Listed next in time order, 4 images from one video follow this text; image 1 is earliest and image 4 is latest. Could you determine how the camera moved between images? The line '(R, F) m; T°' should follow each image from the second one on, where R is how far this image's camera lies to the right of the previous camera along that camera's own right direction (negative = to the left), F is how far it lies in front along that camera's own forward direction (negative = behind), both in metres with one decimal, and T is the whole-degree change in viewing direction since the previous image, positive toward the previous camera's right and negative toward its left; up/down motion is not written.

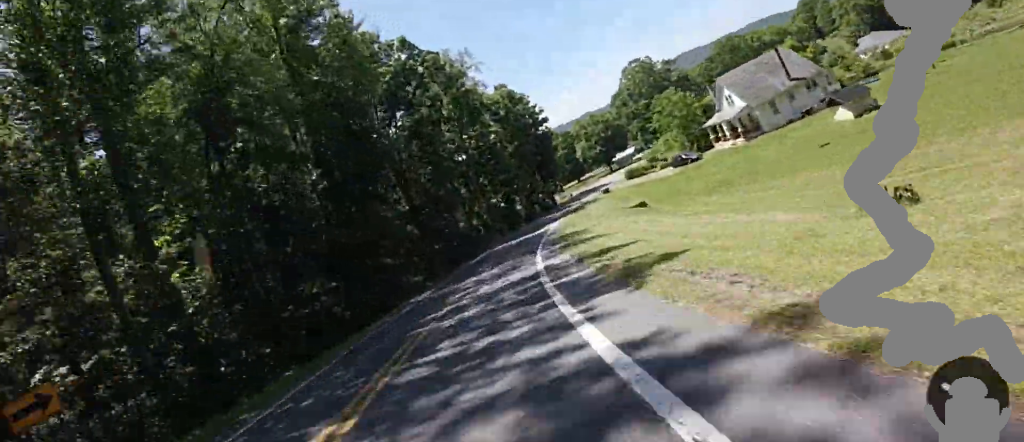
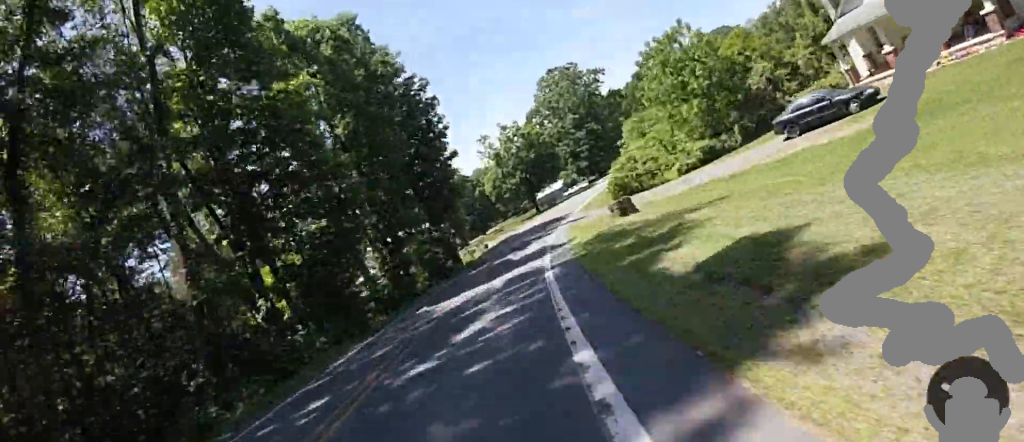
(-0.3, +35.1) m; +9°
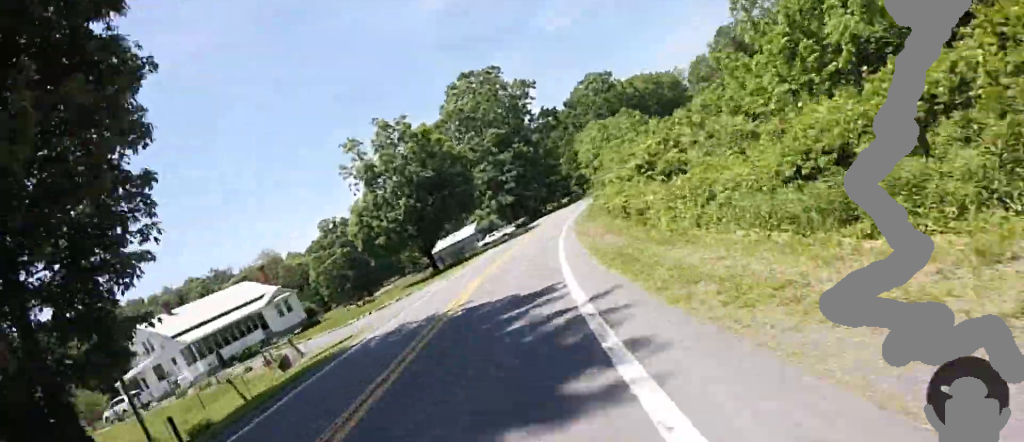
(+4.6, +26.3) m; +25°
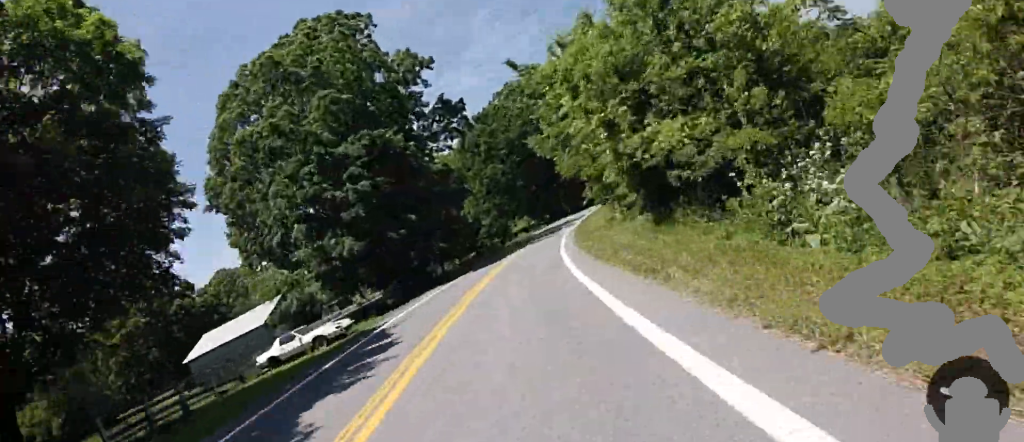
(+10.1, +30.1) m; +30°
